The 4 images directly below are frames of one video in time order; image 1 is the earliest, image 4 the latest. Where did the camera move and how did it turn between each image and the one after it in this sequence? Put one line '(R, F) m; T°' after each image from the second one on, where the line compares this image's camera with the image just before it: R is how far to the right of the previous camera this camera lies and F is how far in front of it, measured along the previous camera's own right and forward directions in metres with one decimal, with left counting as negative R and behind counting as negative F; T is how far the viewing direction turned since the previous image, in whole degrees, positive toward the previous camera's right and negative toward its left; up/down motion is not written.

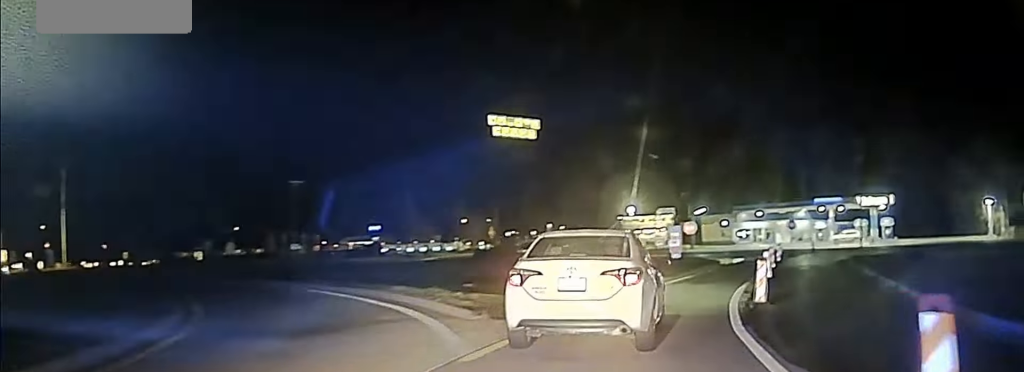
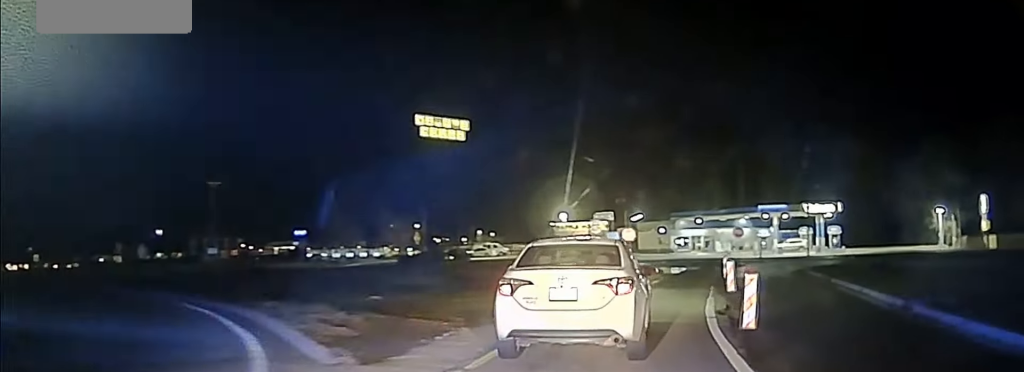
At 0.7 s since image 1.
(0.0, +5.6) m; +3°
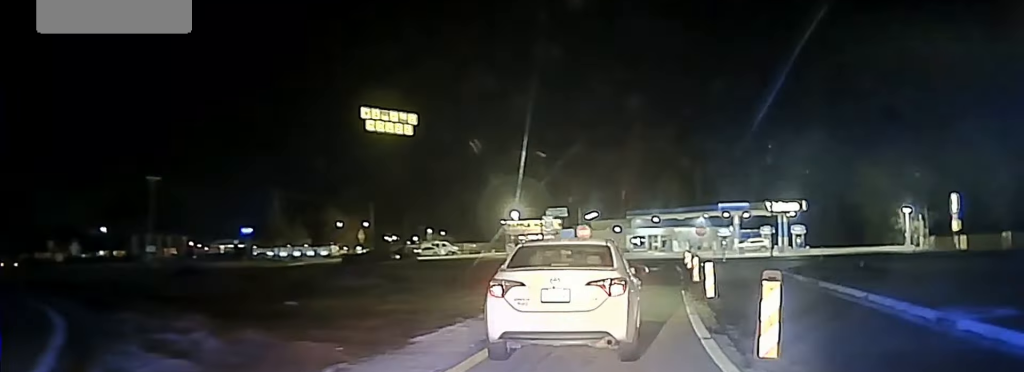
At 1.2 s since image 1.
(+0.2, +4.2) m; +3°
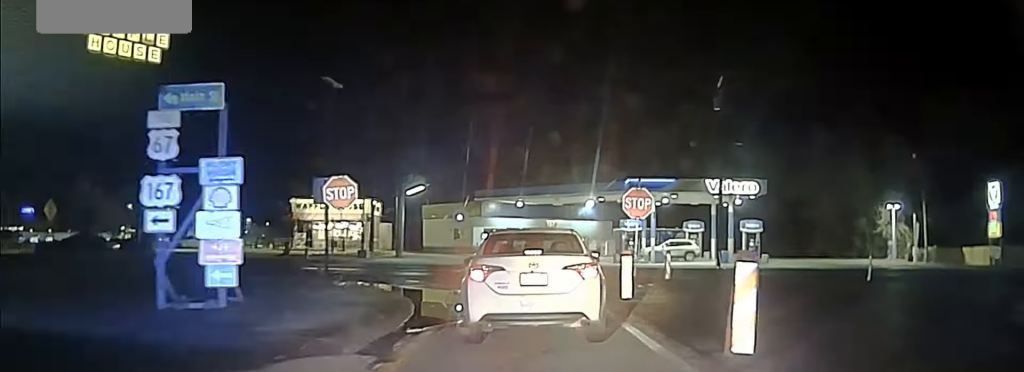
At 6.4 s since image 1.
(+3.6, +37.7) m; +8°
